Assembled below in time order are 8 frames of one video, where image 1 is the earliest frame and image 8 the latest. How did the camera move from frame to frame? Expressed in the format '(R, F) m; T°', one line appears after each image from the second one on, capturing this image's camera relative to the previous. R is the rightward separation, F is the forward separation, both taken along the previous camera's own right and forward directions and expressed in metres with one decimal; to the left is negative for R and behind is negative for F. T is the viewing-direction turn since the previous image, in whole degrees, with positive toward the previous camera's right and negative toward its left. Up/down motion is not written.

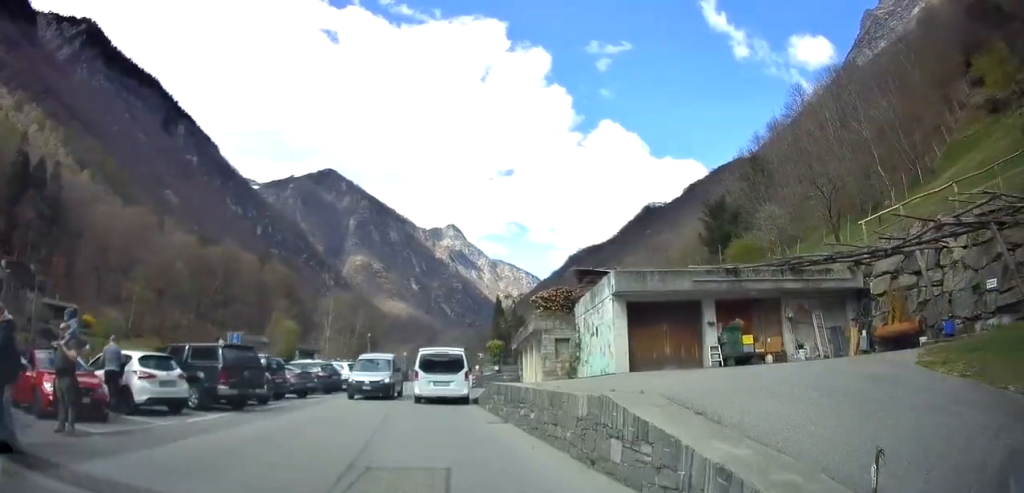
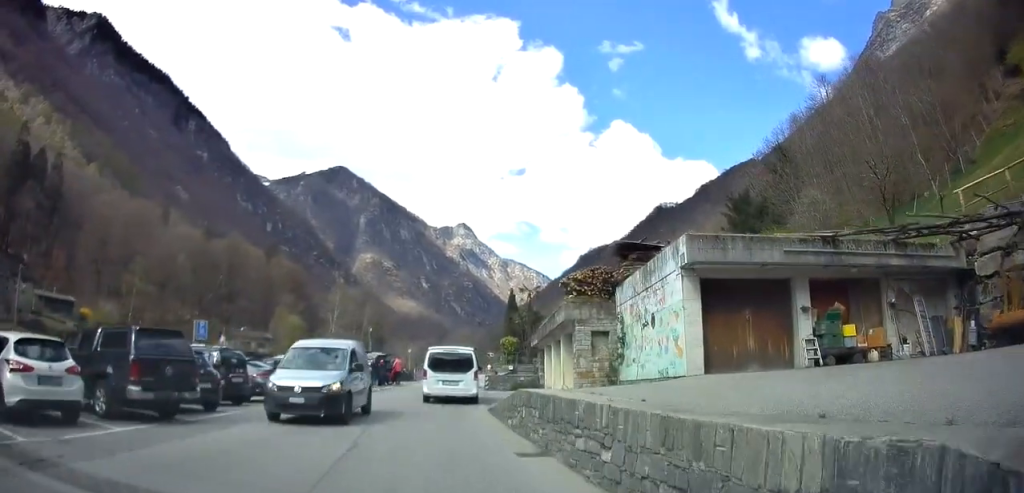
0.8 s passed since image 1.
(-0.1, +4.9) m; -2°
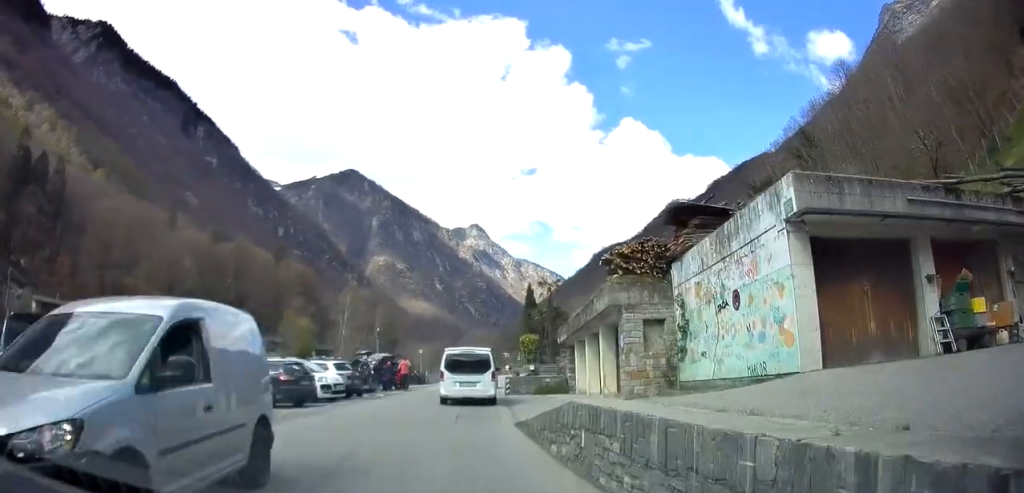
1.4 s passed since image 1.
(-0.1, +3.9) m; -2°
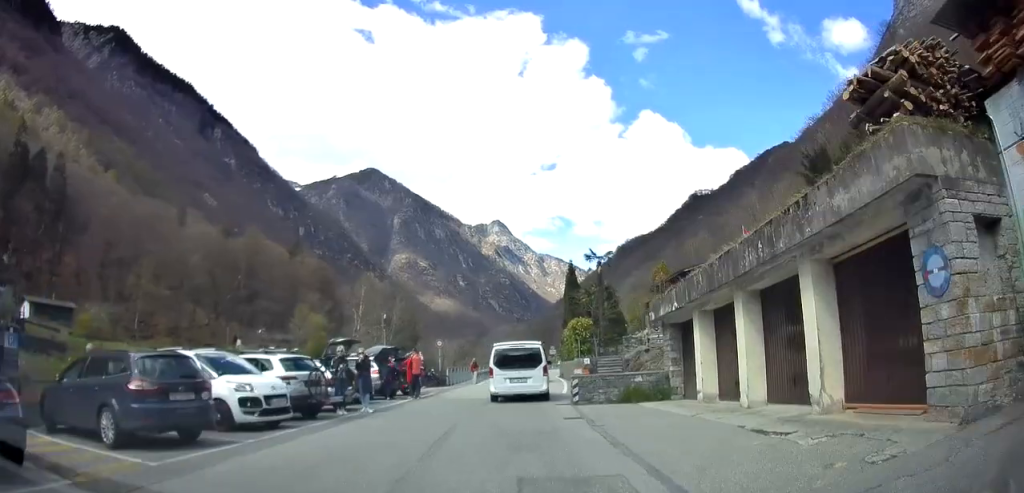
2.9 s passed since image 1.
(-0.1, +10.2) m; +1°
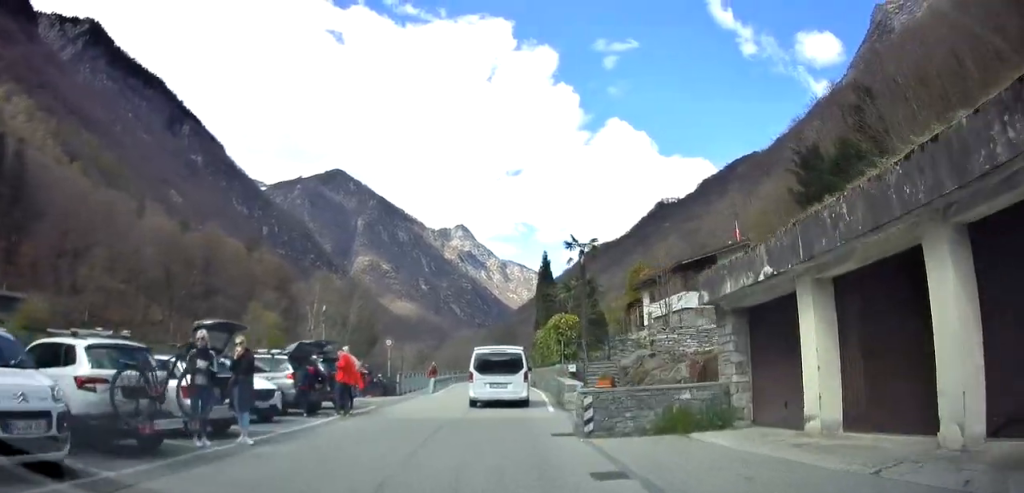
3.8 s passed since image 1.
(+0.2, +6.3) m; +1°
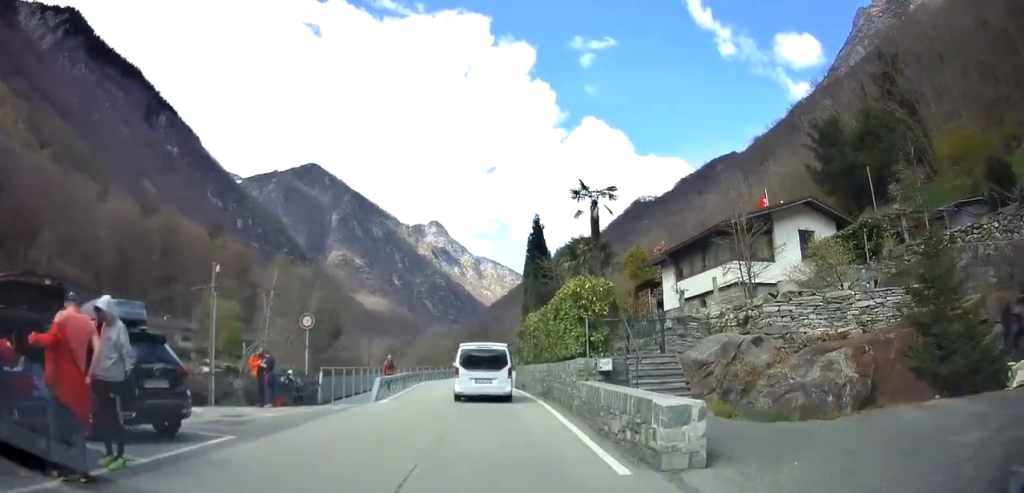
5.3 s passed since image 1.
(-0.1, +10.1) m; 0°
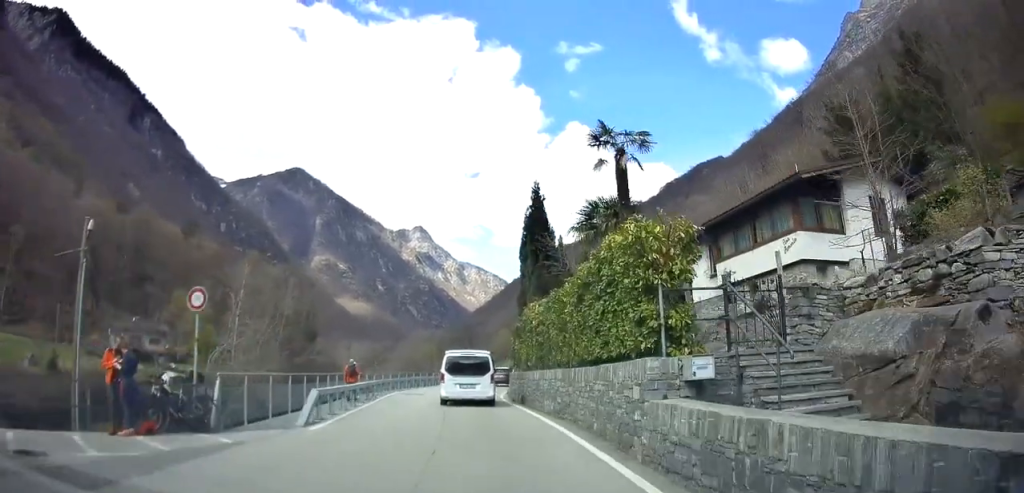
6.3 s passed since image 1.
(+0.3, +6.8) m; +2°
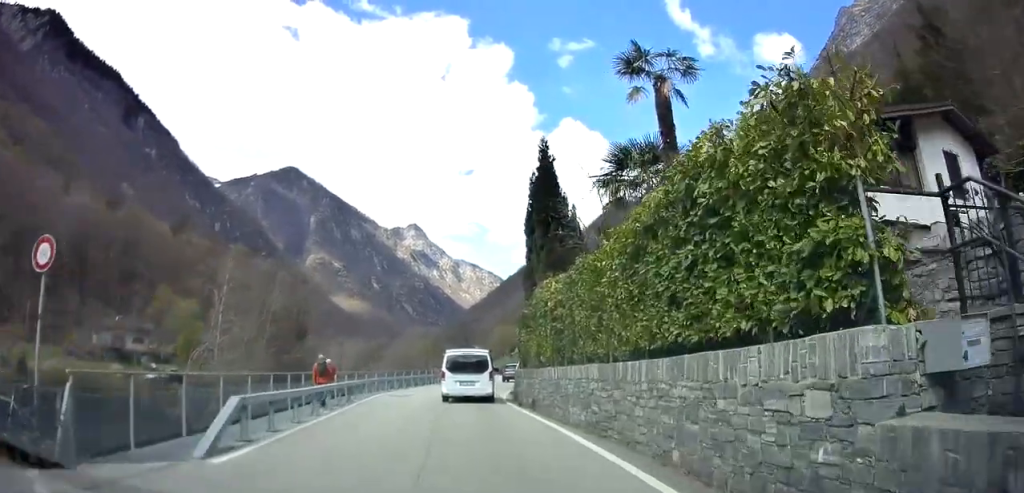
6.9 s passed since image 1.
(0.0, +4.6) m; +1°
